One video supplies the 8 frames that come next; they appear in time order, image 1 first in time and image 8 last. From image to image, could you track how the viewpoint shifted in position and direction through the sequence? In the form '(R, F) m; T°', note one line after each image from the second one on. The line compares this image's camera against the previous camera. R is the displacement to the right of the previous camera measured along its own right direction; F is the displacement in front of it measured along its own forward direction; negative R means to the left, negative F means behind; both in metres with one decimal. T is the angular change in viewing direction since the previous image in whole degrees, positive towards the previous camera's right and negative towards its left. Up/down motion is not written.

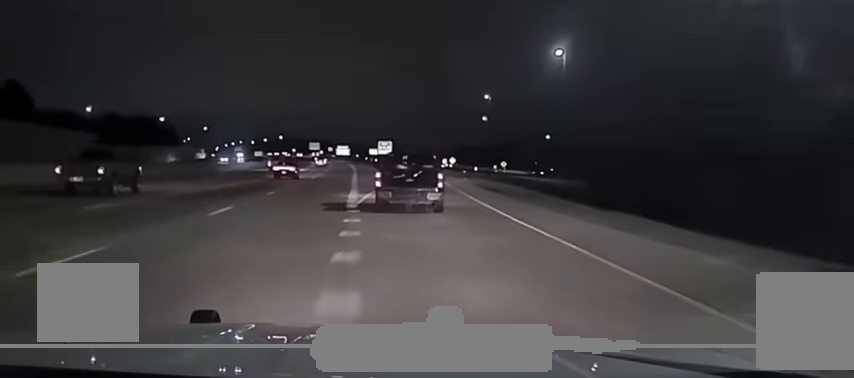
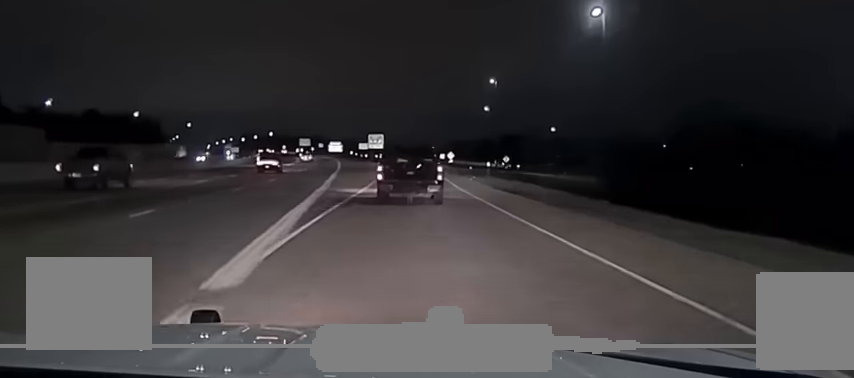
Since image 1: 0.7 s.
(+0.2, +16.5) m; +1°
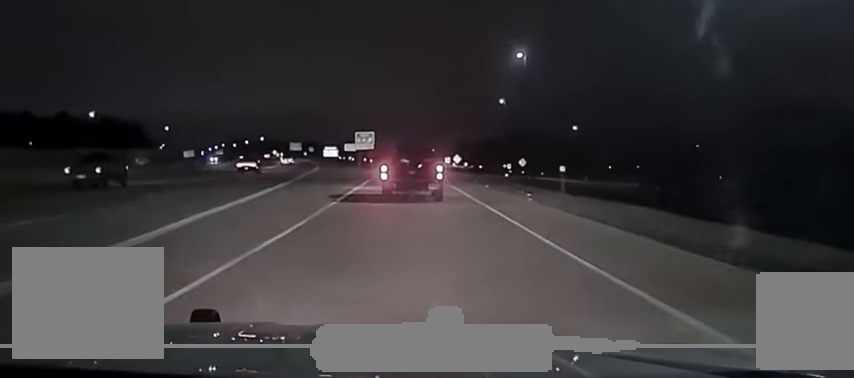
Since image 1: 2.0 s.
(+0.1, +27.7) m; 0°
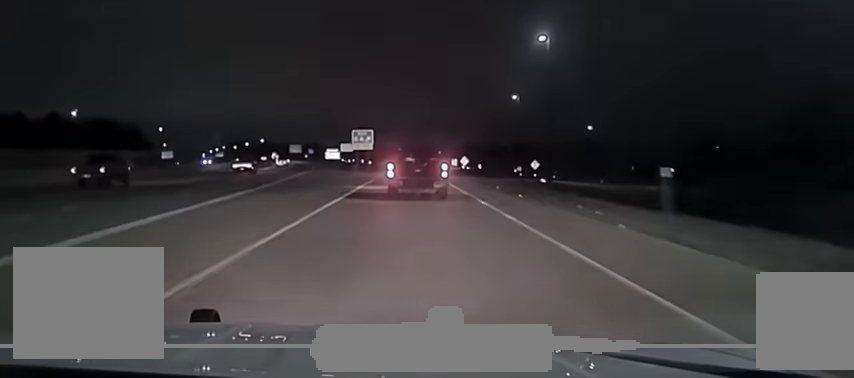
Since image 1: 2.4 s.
(+0.1, +10.5) m; 0°
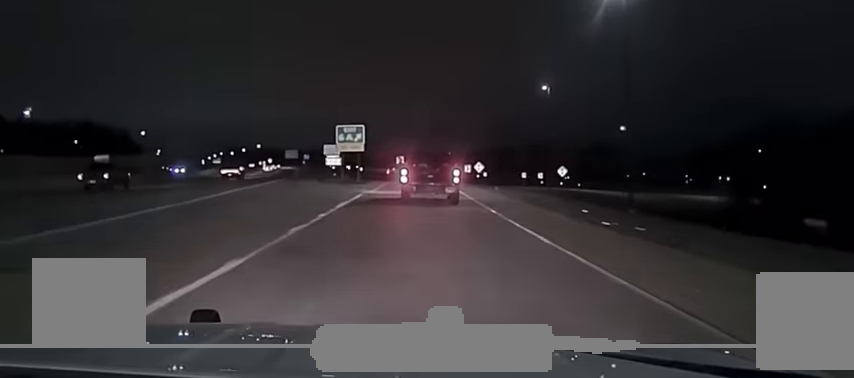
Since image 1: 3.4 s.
(-0.3, +21.7) m; -1°
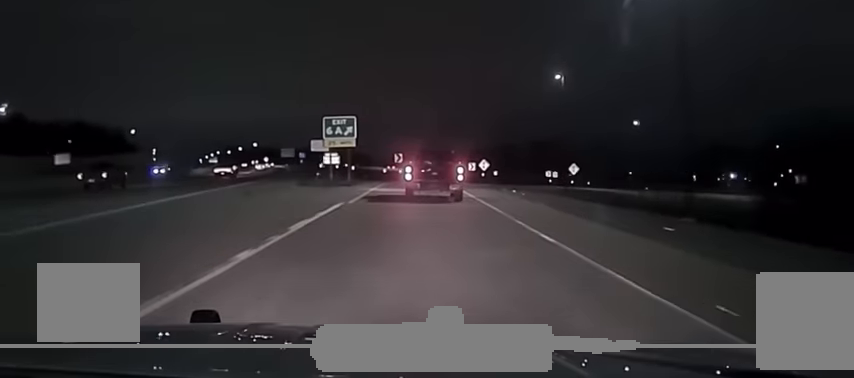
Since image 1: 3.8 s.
(0.0, +8.7) m; 0°
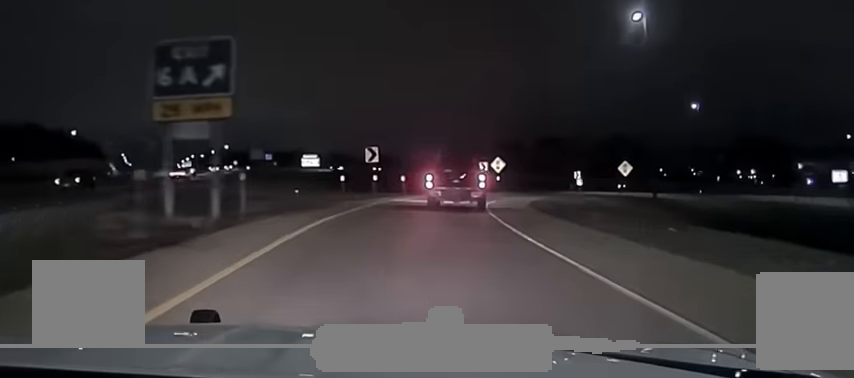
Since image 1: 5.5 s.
(-0.2, +34.8) m; +2°
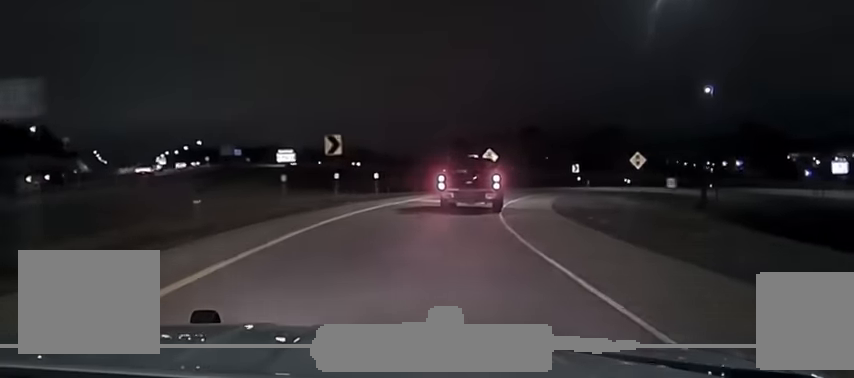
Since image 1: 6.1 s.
(+0.5, +11.8) m; +2°
